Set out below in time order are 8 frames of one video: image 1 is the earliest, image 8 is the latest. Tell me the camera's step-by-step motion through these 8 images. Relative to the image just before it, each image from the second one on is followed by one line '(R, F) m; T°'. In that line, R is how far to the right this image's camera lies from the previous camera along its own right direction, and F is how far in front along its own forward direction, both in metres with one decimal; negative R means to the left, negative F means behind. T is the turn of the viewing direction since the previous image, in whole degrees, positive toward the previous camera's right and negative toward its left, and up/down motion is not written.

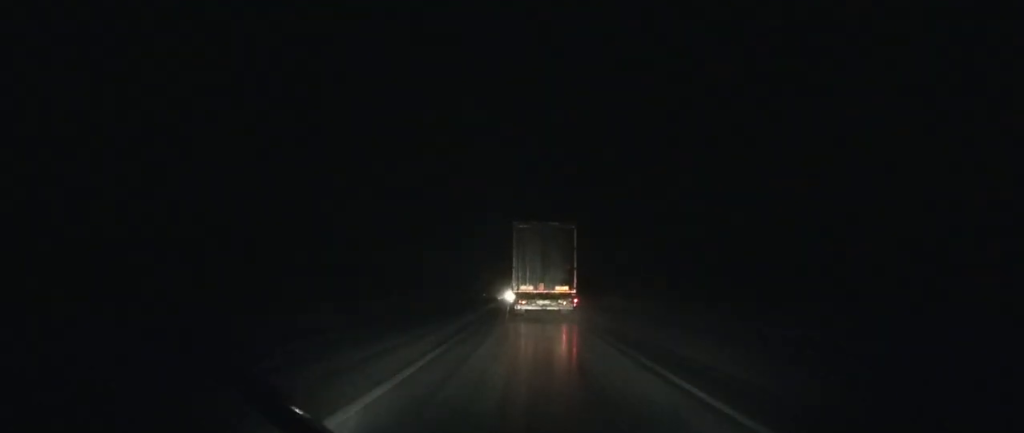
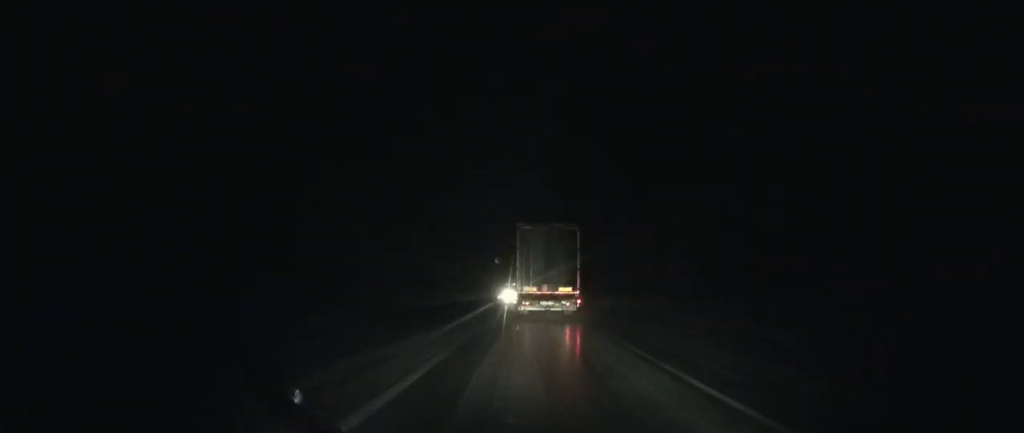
(0.0, +46.8) m; 0°
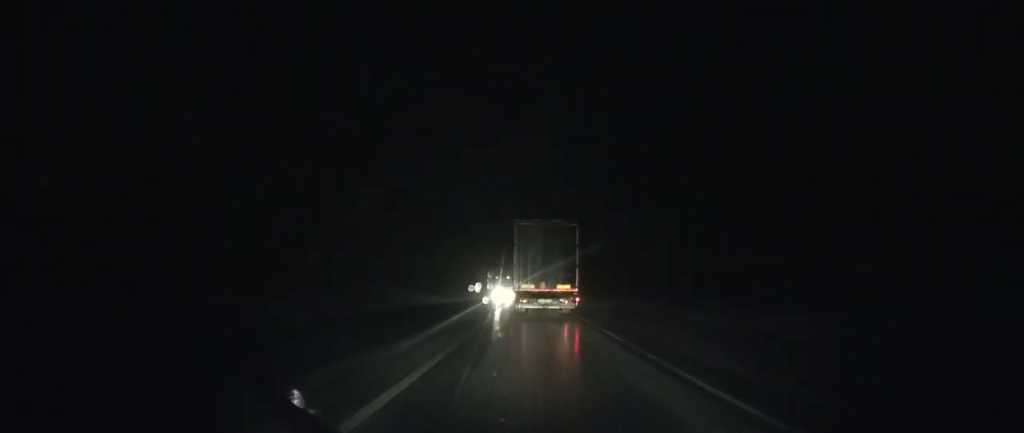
(+0.2, +24.6) m; 0°
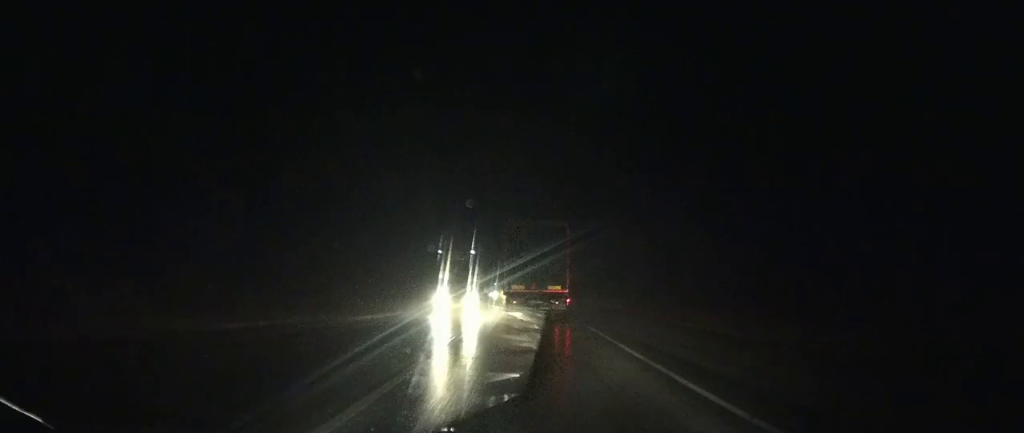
(+0.2, +29.9) m; 0°
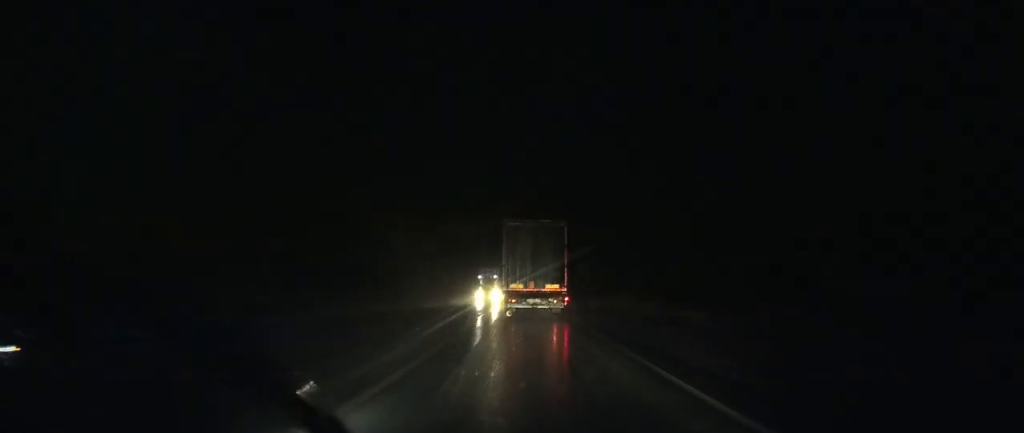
(-0.2, +24.6) m; 0°
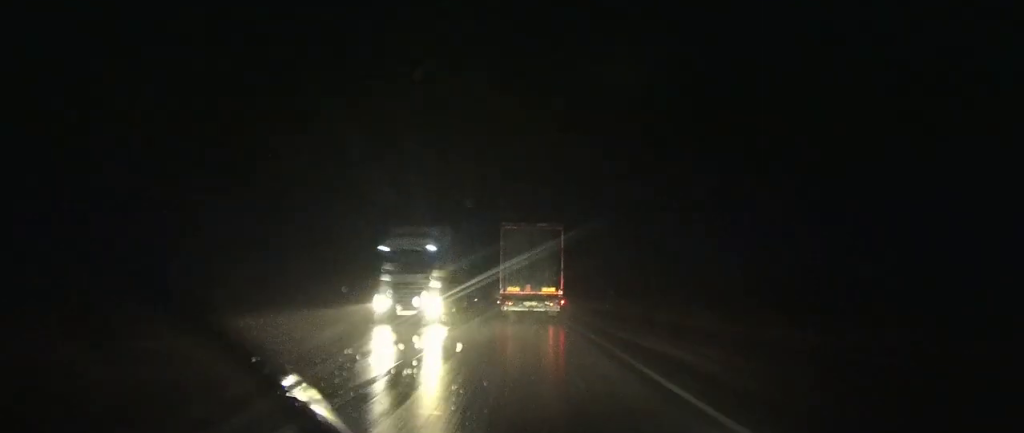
(-0.1, +22.7) m; 0°
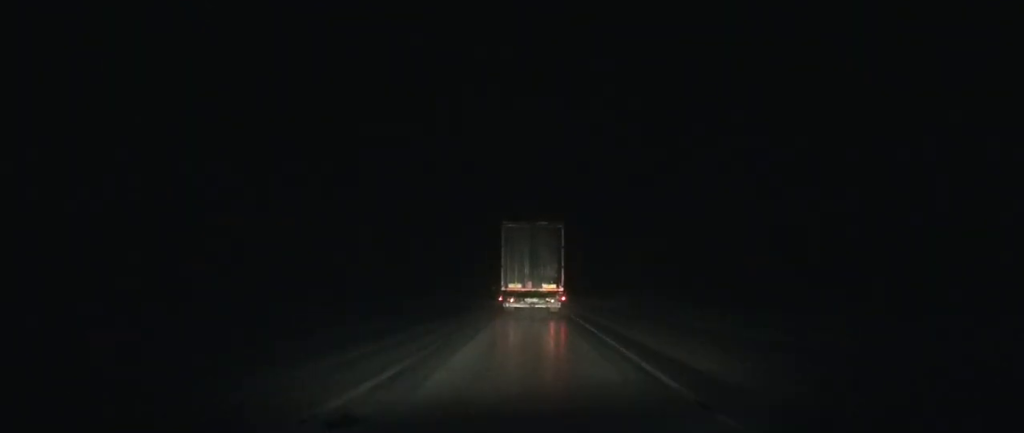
(-0.8, +126.9) m; -1°
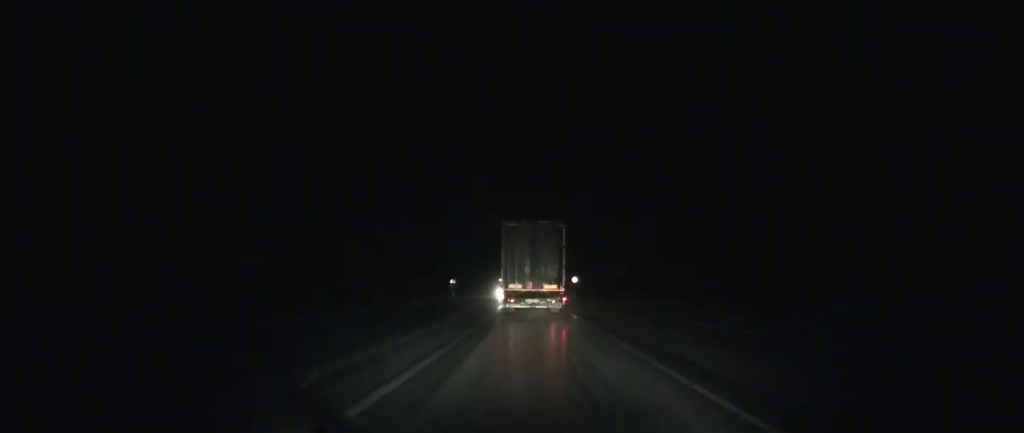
(-0.6, +87.4) m; -1°
